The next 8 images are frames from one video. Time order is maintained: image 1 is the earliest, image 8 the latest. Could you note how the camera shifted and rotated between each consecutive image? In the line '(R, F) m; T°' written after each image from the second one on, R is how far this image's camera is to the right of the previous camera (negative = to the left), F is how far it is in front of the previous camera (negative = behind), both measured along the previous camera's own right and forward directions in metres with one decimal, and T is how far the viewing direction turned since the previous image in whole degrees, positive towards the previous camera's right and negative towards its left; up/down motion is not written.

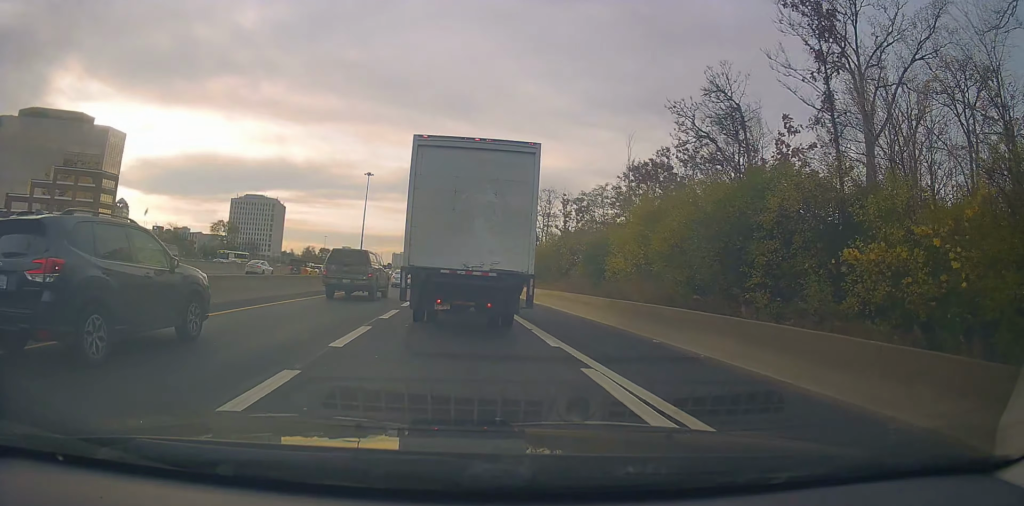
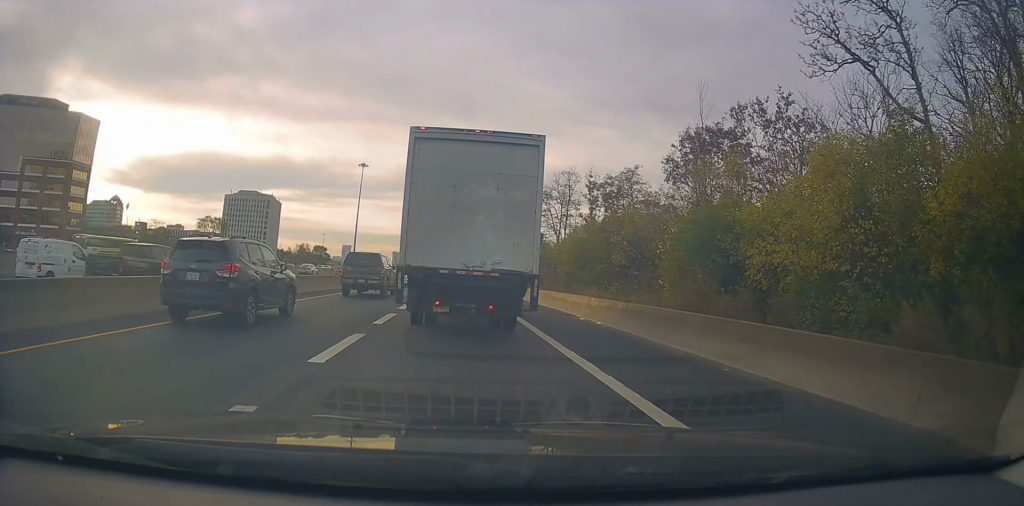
(+0.4, +13.5) m; 0°
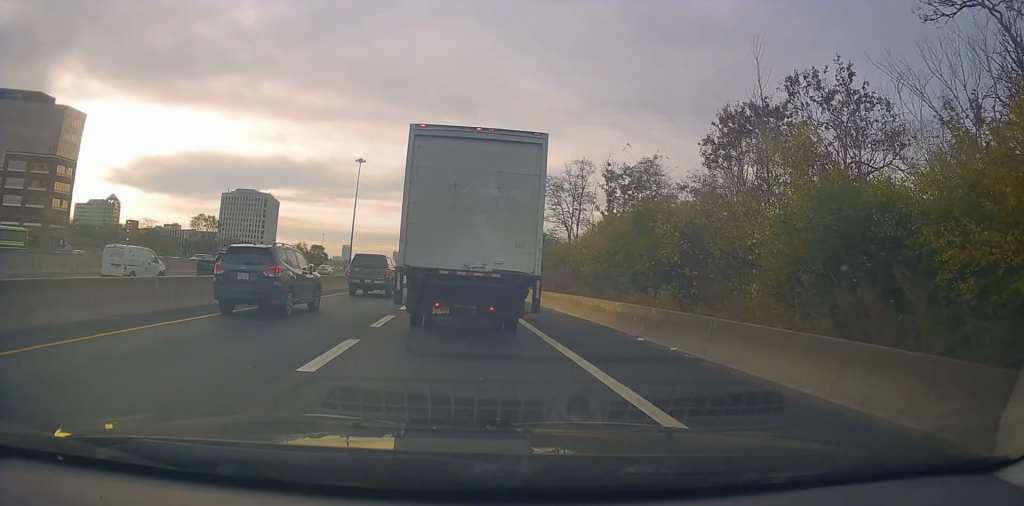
(-0.1, +6.8) m; -1°
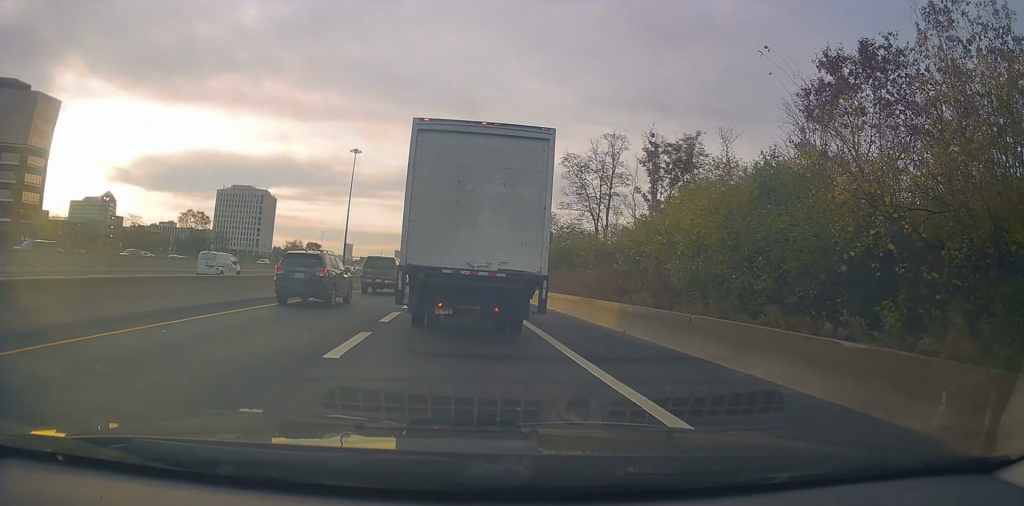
(0.0, +11.3) m; +1°
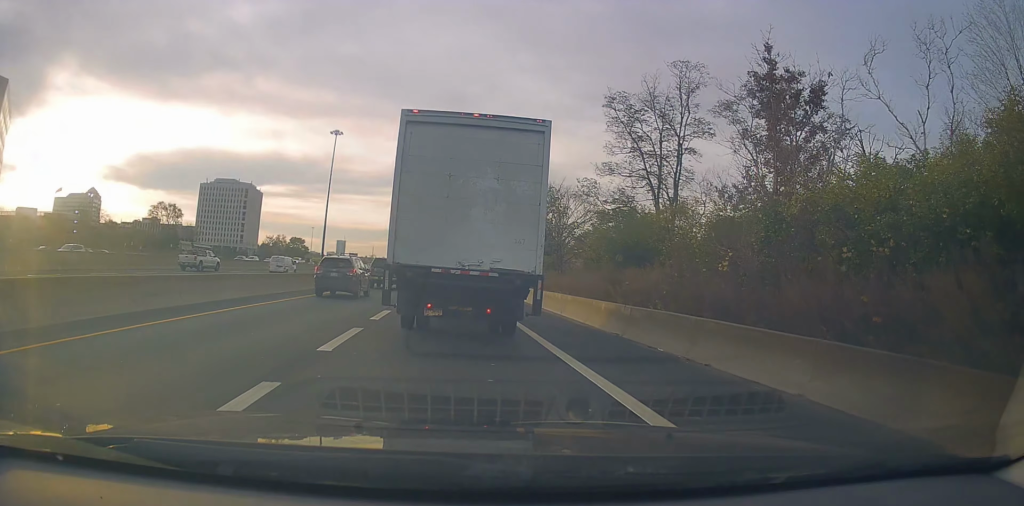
(+0.3, +17.5) m; 0°
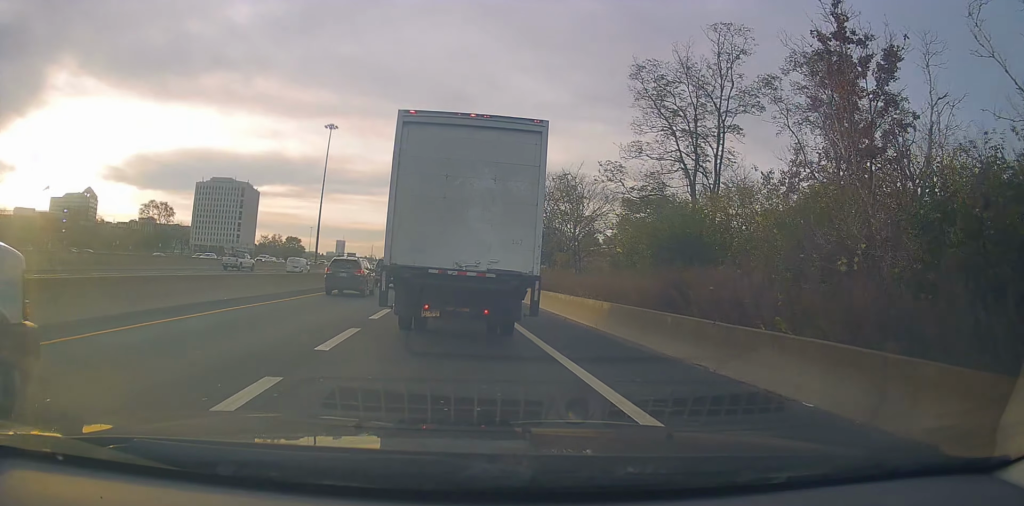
(-0.1, +5.9) m; -1°
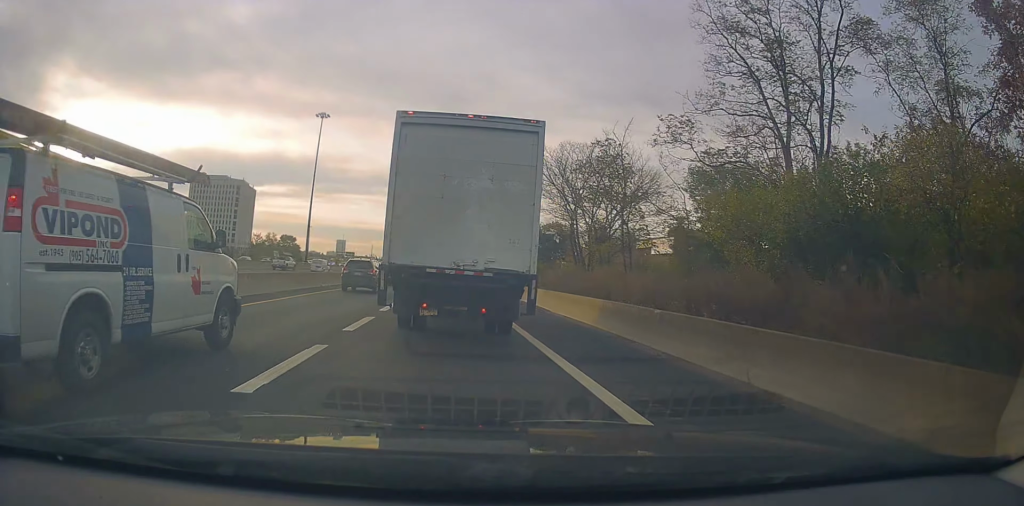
(-0.1, +9.2) m; +2°
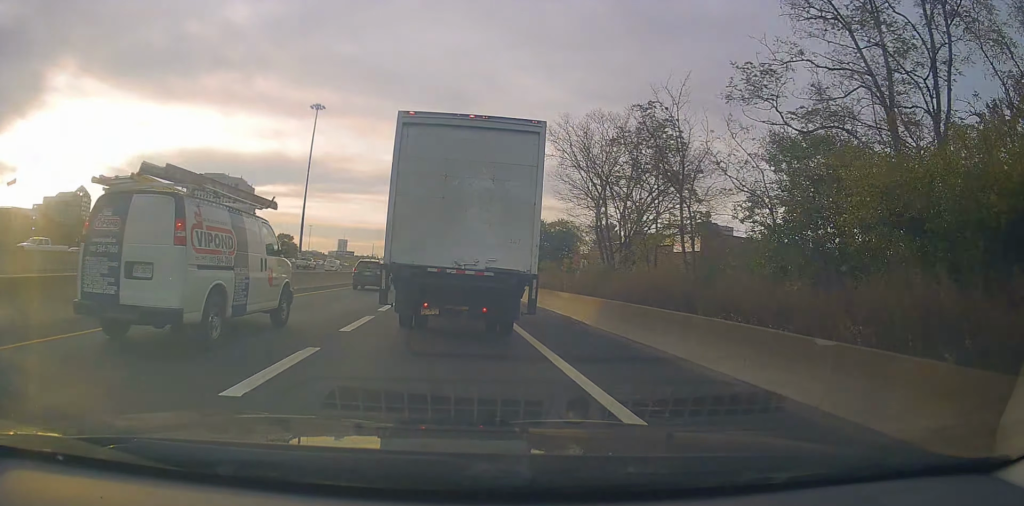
(+0.2, +6.0) m; 0°
